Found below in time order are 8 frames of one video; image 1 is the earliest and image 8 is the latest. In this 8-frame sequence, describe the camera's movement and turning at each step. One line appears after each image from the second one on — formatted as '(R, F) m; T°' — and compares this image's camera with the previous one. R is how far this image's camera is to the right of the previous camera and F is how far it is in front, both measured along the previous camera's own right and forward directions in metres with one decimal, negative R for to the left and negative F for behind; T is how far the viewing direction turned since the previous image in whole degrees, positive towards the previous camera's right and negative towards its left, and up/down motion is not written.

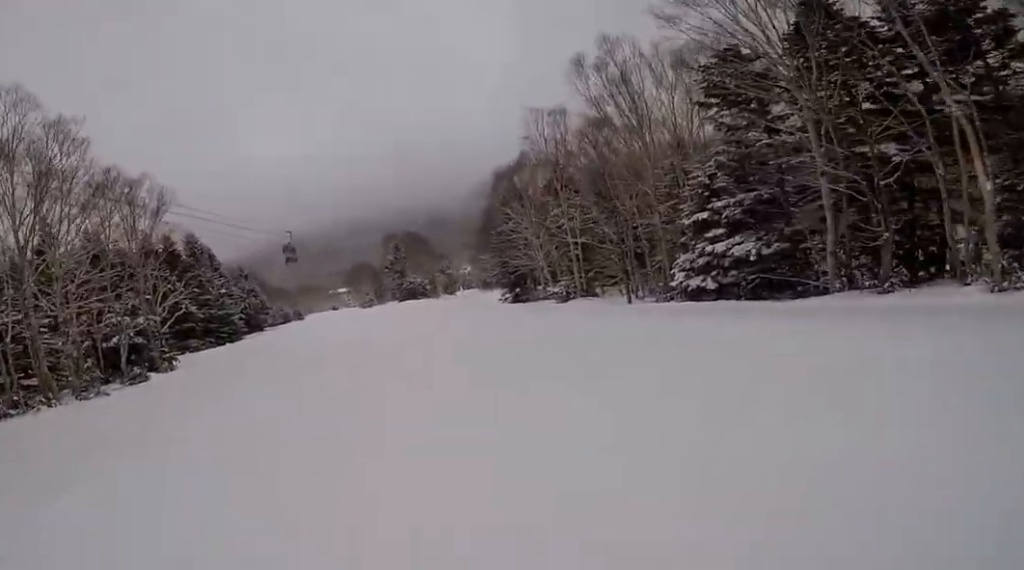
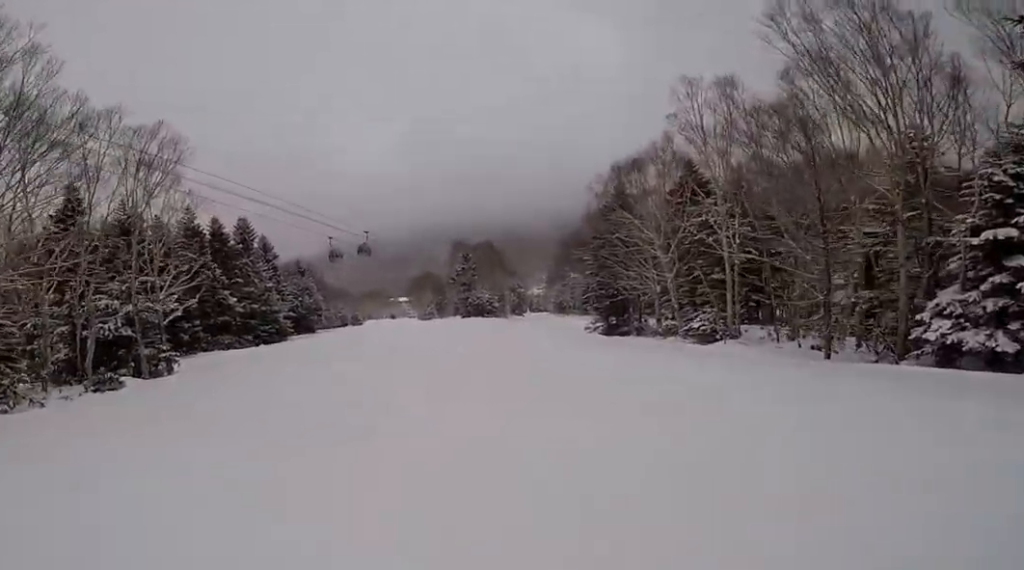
(0.0, +8.2) m; 0°
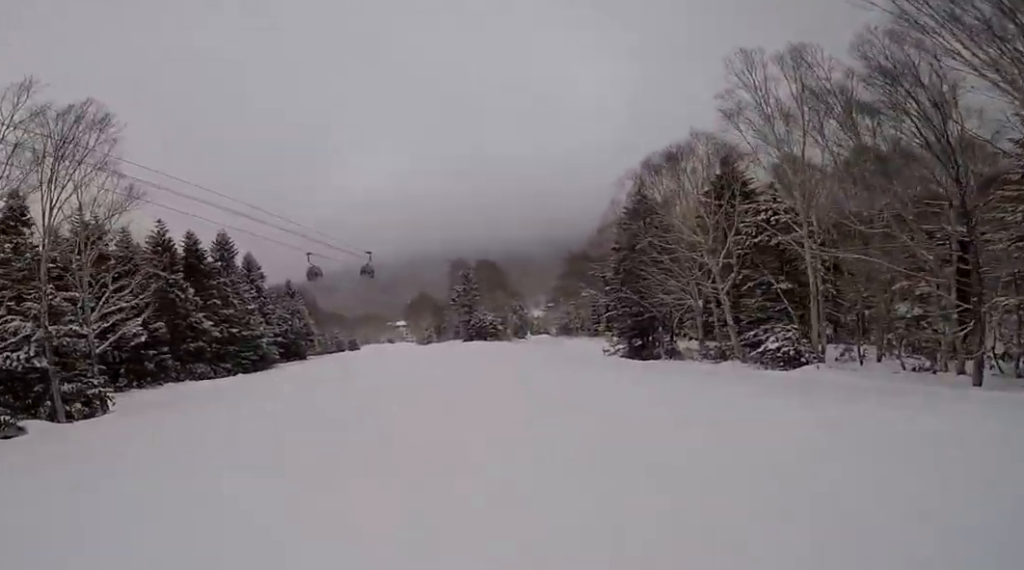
(0.0, +5.0) m; -1°
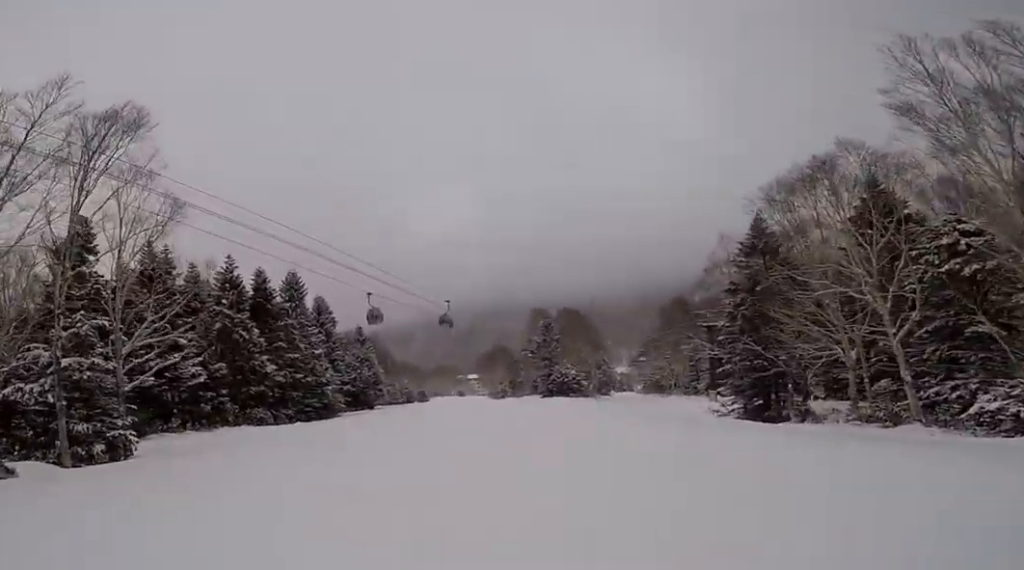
(0.0, +3.6) m; -1°
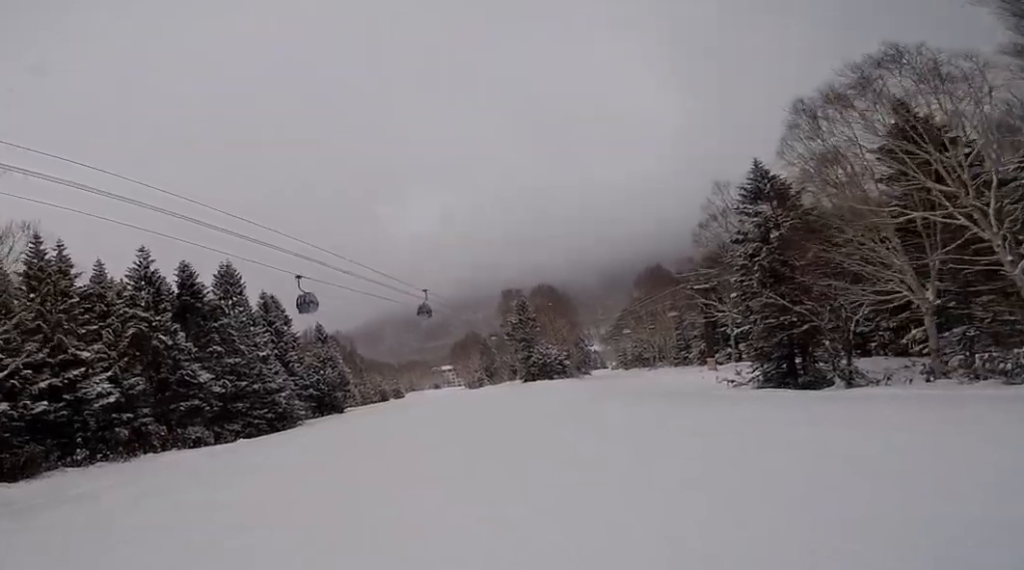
(-0.1, +5.5) m; -2°
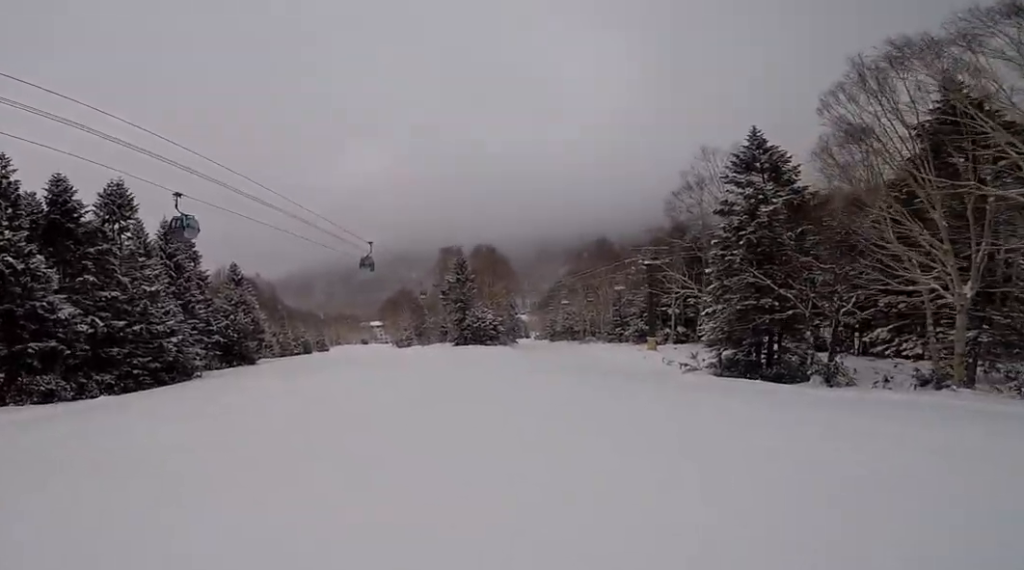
(0.0, +4.6) m; -7°
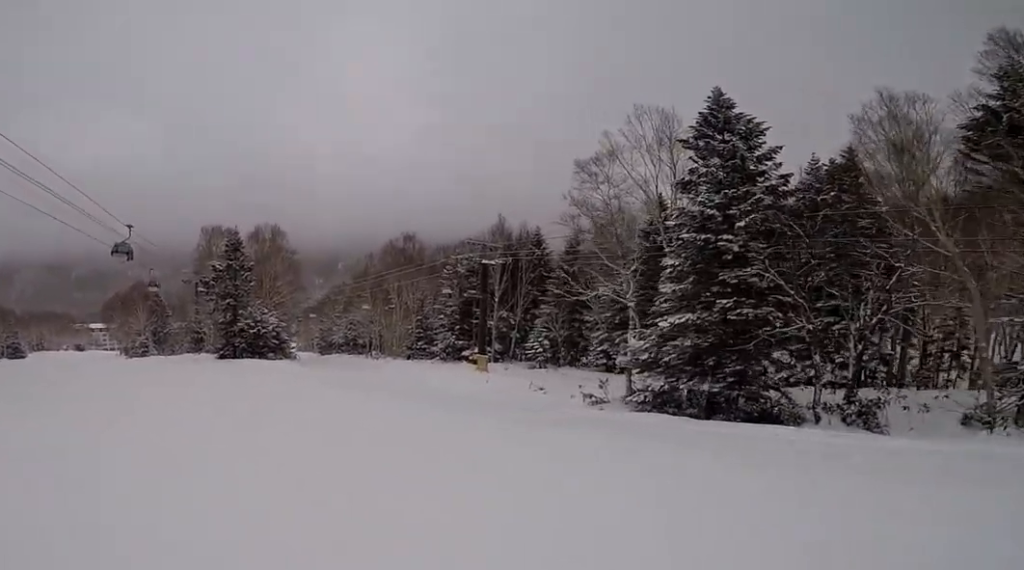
(+0.8, +12.5) m; +10°
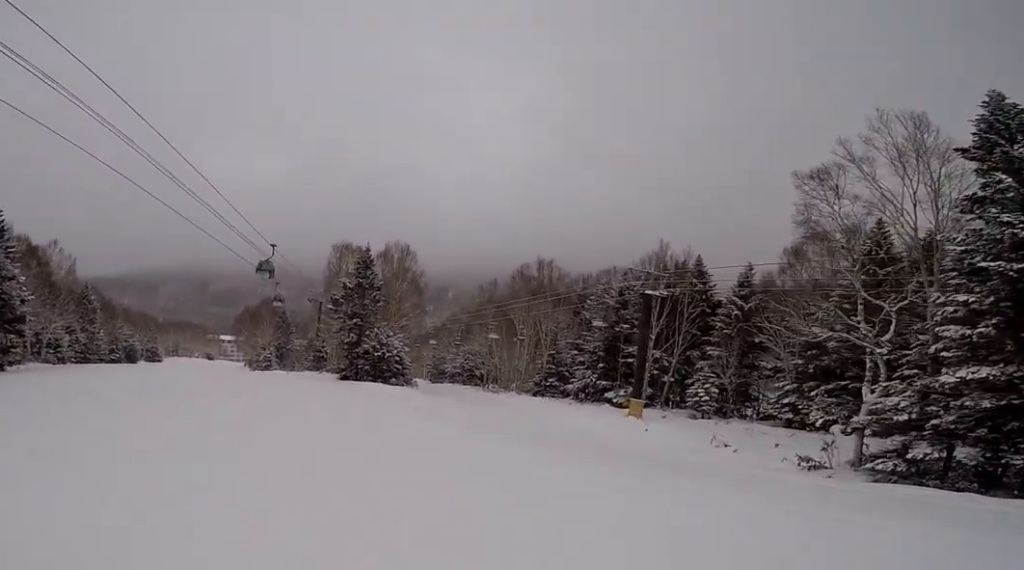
(+0.2, +3.4) m; -5°
